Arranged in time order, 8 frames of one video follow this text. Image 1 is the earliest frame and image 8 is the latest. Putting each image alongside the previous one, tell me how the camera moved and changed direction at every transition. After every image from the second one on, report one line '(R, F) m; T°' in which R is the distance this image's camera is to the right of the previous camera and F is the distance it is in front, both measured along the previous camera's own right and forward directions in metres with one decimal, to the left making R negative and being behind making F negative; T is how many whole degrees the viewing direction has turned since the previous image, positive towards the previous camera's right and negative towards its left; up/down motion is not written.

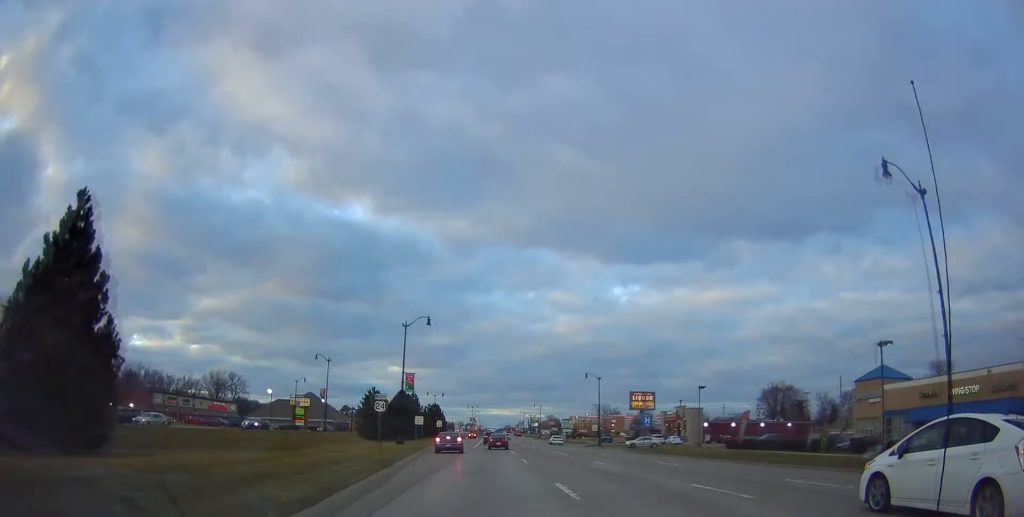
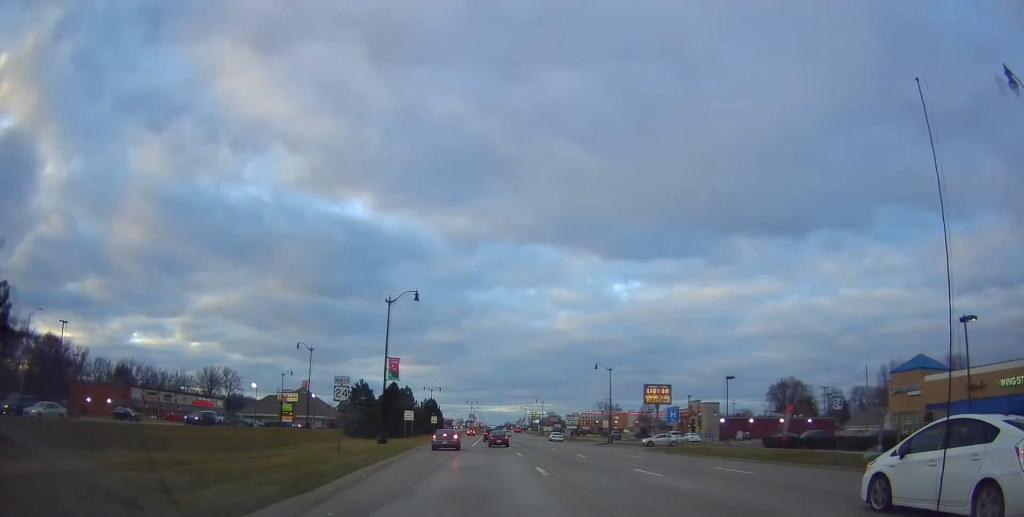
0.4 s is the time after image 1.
(0.0, +8.2) m; 0°
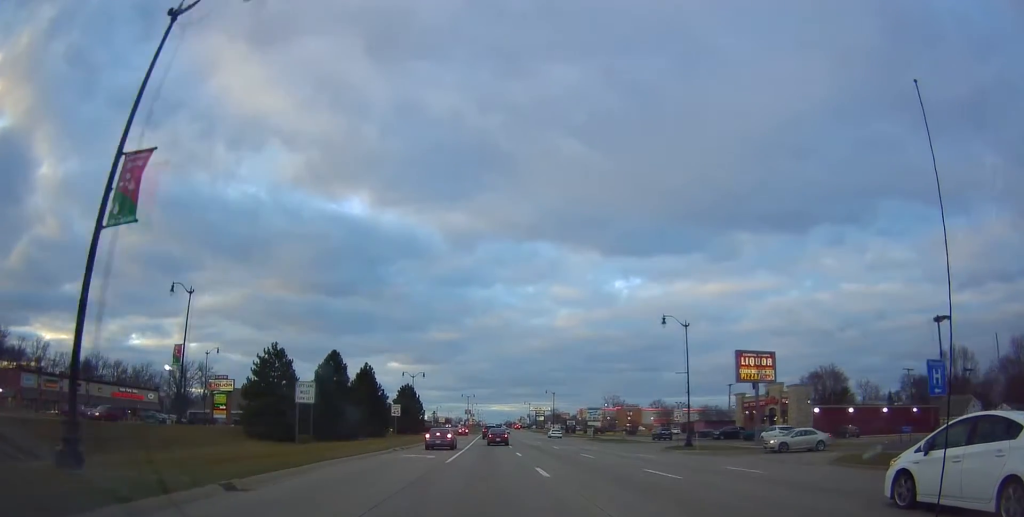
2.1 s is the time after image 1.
(+0.1, +32.2) m; -1°
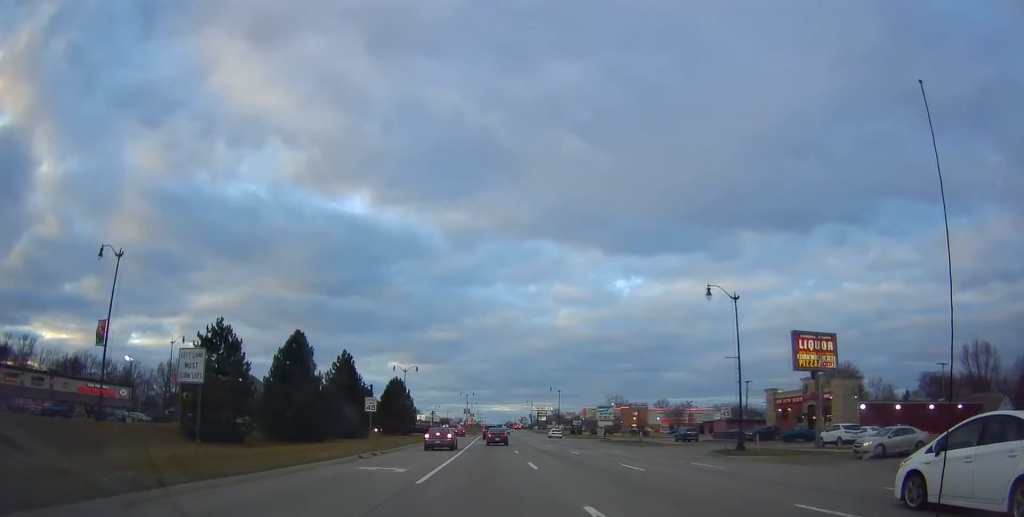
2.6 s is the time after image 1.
(-0.3, +10.5) m; 0°
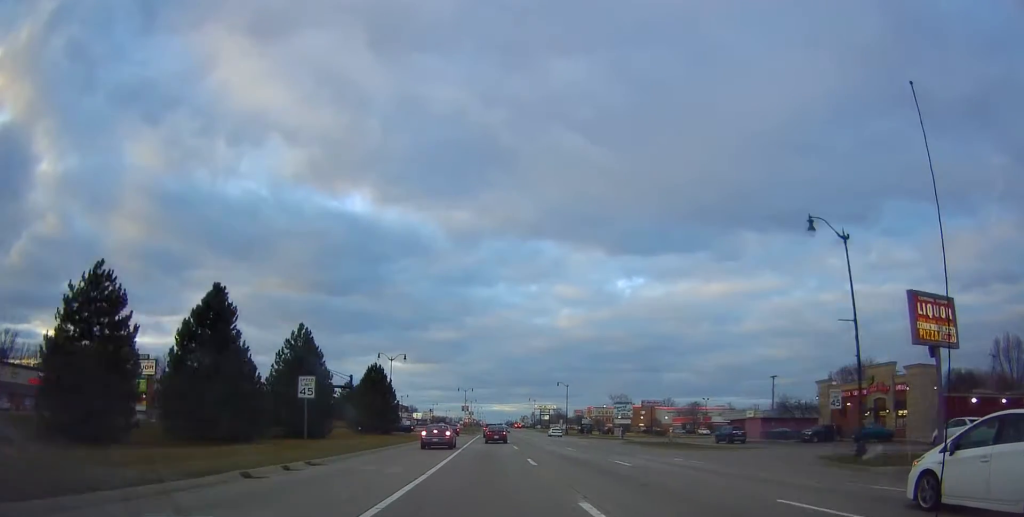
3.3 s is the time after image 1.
(-0.4, +13.8) m; 0°
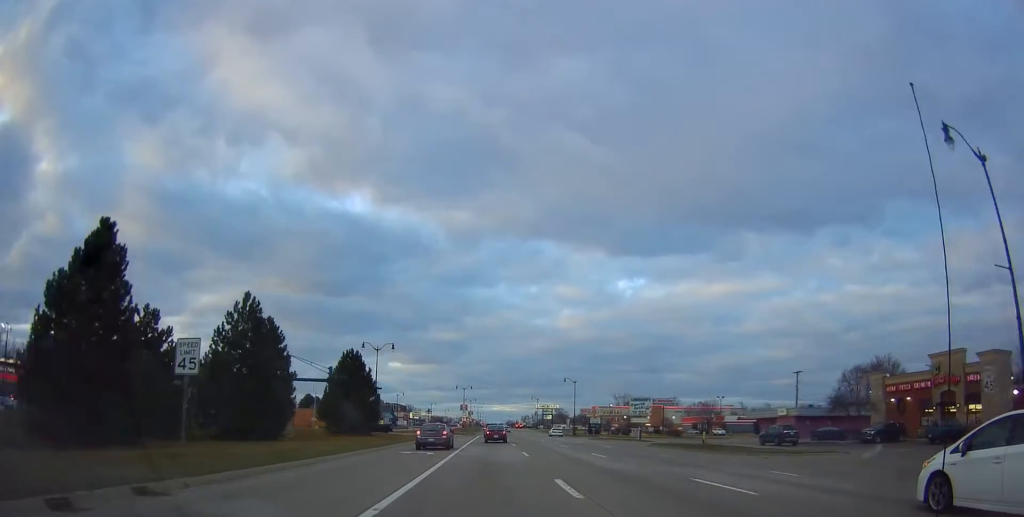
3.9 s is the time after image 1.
(+0.4, +10.6) m; 0°
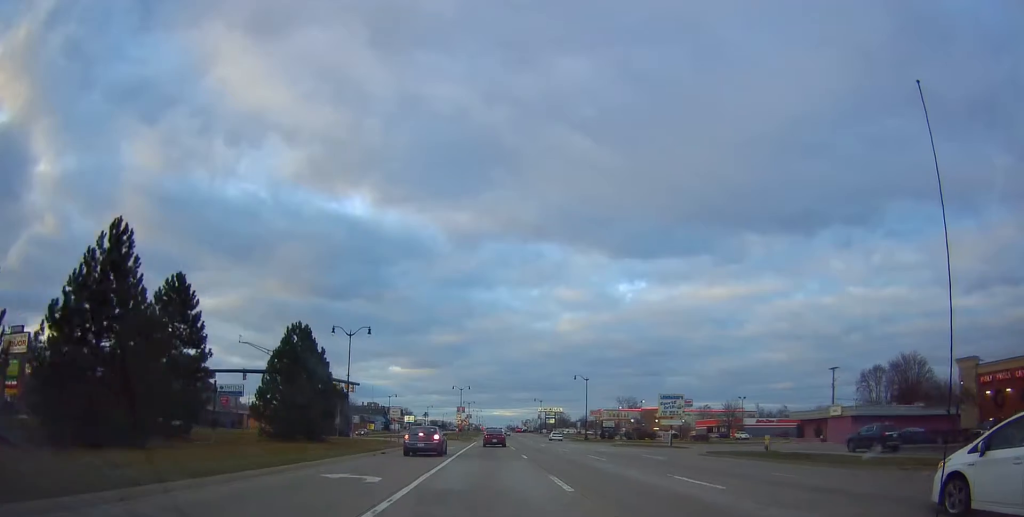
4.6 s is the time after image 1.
(0.0, +14.0) m; 0°
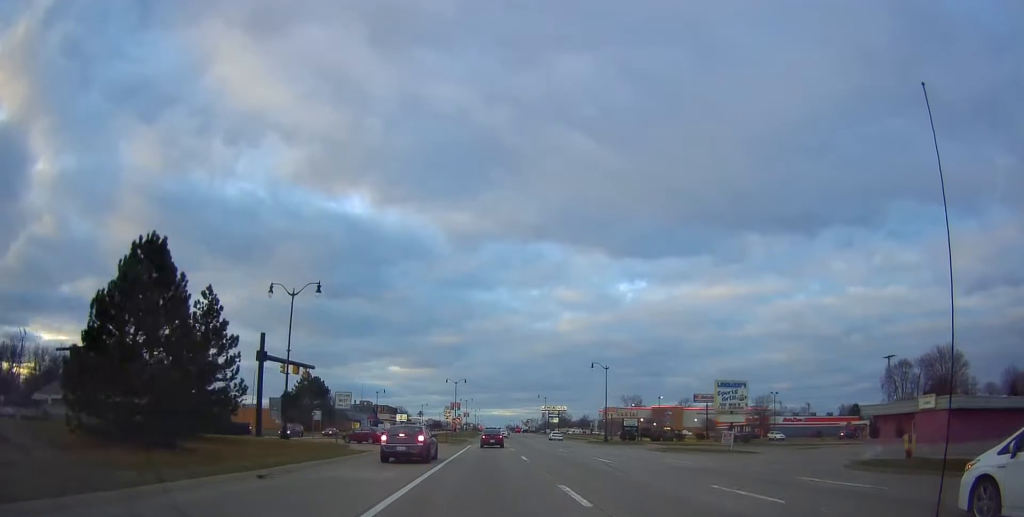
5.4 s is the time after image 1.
(-0.4, +17.5) m; 0°
